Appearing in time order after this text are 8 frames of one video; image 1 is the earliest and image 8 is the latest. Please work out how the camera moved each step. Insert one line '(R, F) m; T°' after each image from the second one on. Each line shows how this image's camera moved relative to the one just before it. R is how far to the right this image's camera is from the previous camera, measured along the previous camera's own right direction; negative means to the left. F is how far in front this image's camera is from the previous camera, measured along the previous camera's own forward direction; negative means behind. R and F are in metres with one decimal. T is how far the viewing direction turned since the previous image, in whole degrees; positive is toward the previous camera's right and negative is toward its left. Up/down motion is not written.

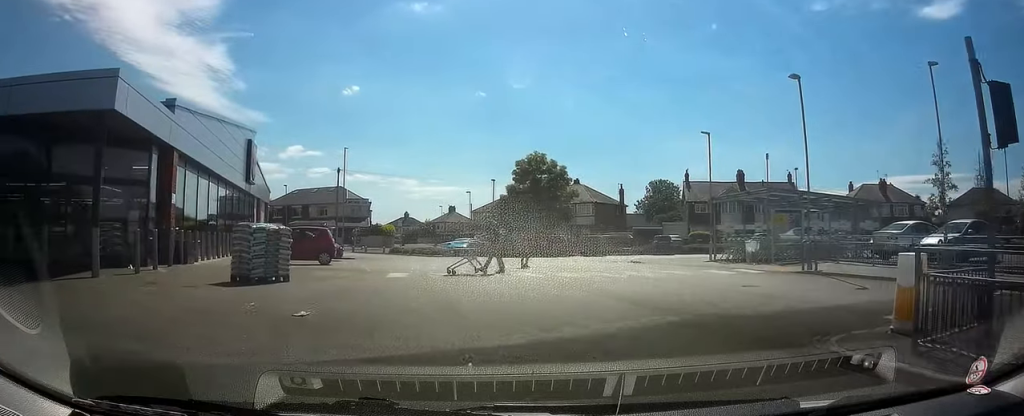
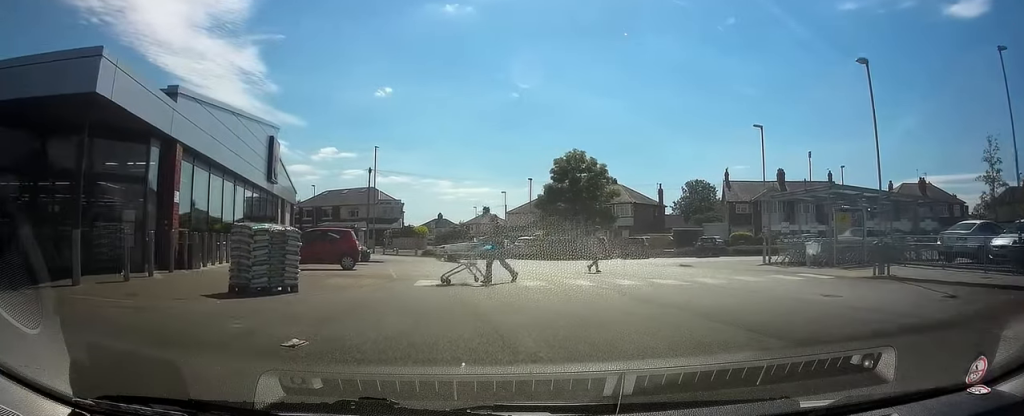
(0.0, +2.0) m; -2°
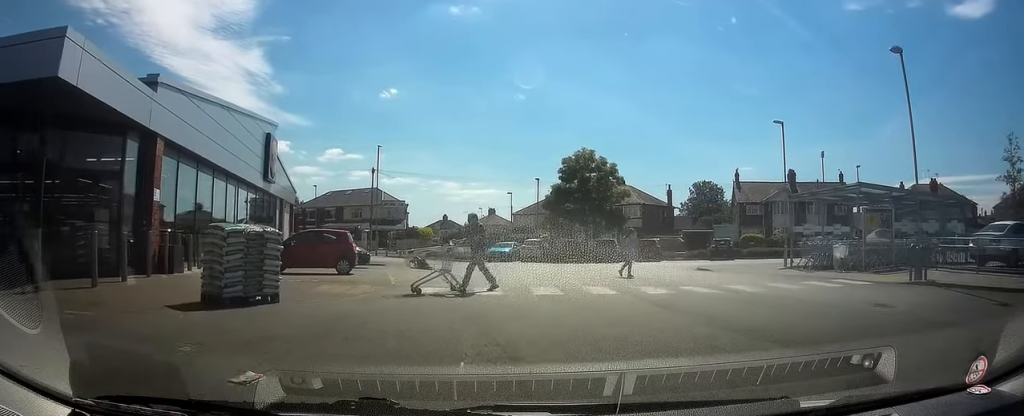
(0.0, +1.3) m; -3°
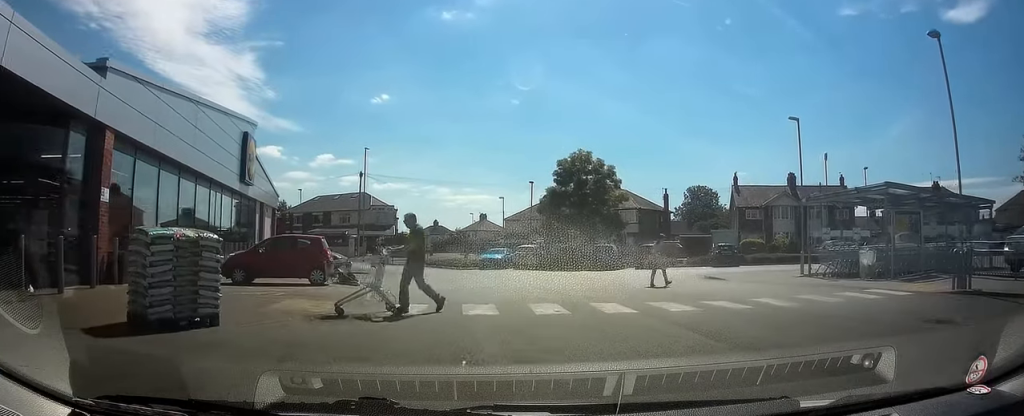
(0.0, +1.7) m; -4°
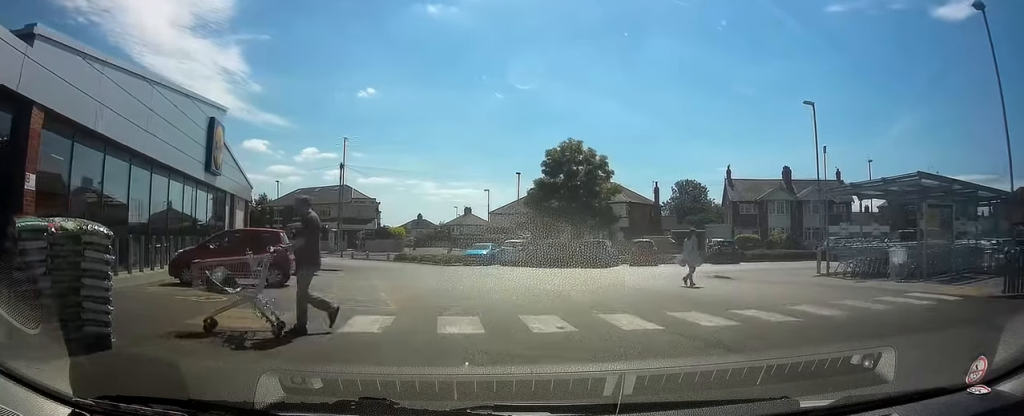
(-0.1, +1.8) m; -6°
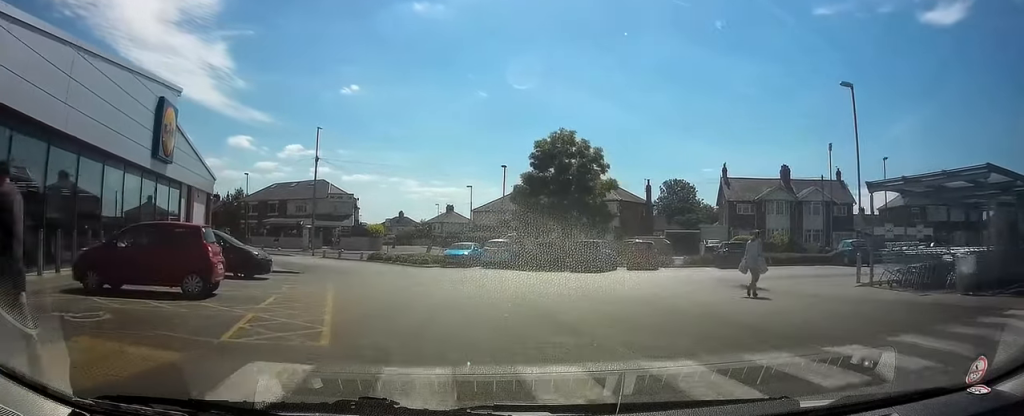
(-0.2, +2.5) m; -6°
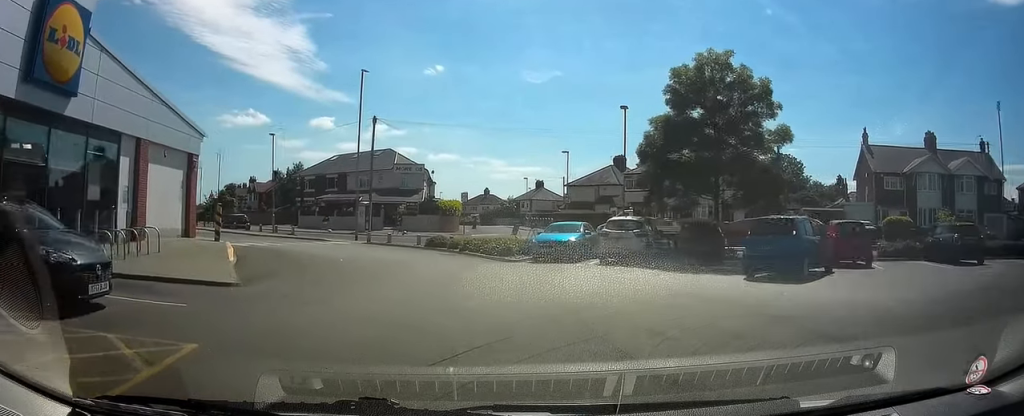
(-2.7, +8.2) m; -35°
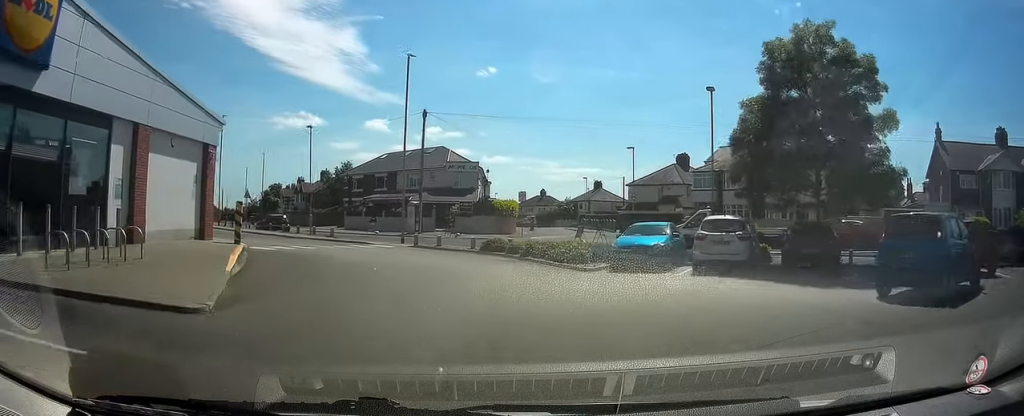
(0.0, +2.8) m; 0°
